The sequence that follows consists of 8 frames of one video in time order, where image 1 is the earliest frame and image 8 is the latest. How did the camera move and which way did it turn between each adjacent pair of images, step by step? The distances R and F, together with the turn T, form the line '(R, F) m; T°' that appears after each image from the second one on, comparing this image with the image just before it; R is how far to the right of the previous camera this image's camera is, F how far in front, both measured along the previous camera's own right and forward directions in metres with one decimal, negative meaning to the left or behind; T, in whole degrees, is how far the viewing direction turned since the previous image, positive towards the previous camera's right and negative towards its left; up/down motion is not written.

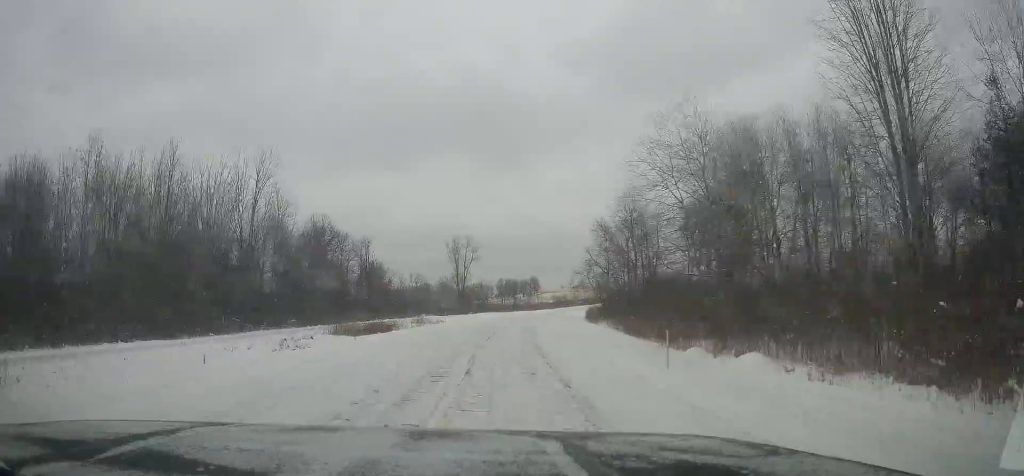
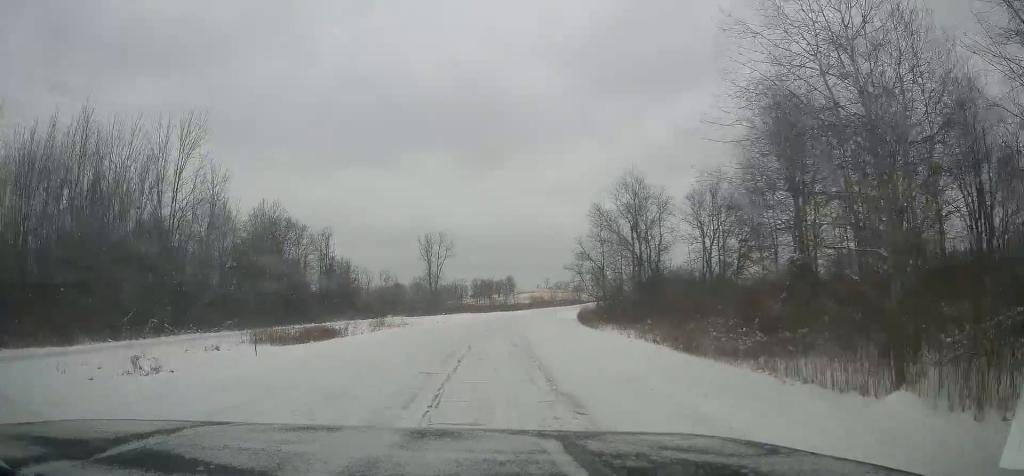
(+0.2, +12.2) m; +4°
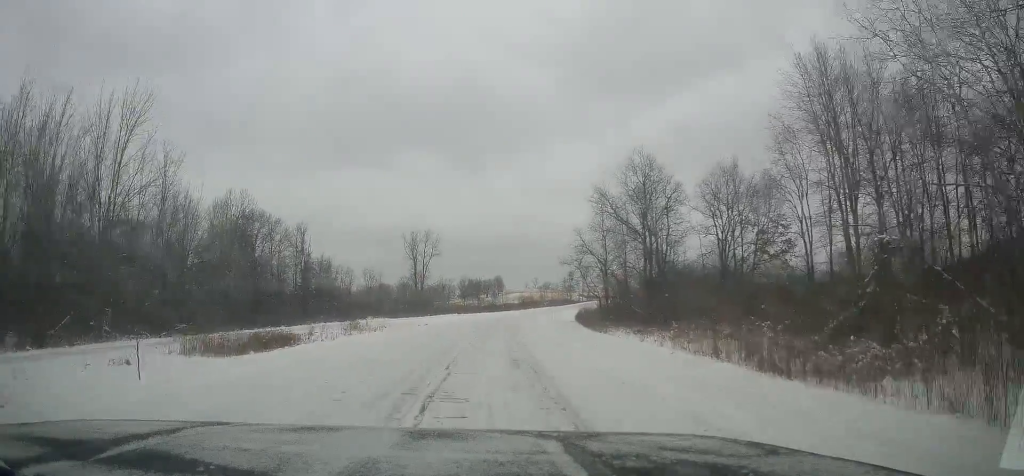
(+0.3, +7.7) m; +3°
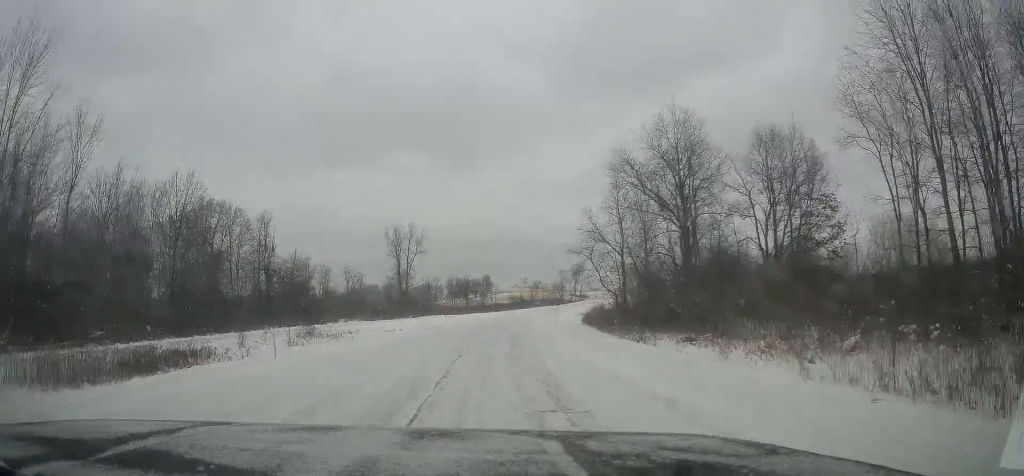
(+0.4, +12.5) m; +2°
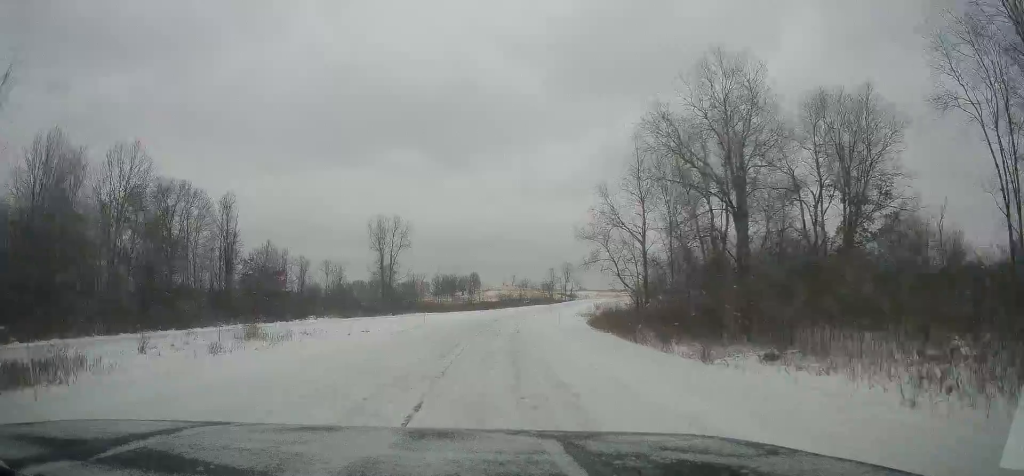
(-0.1, +10.4) m; 0°
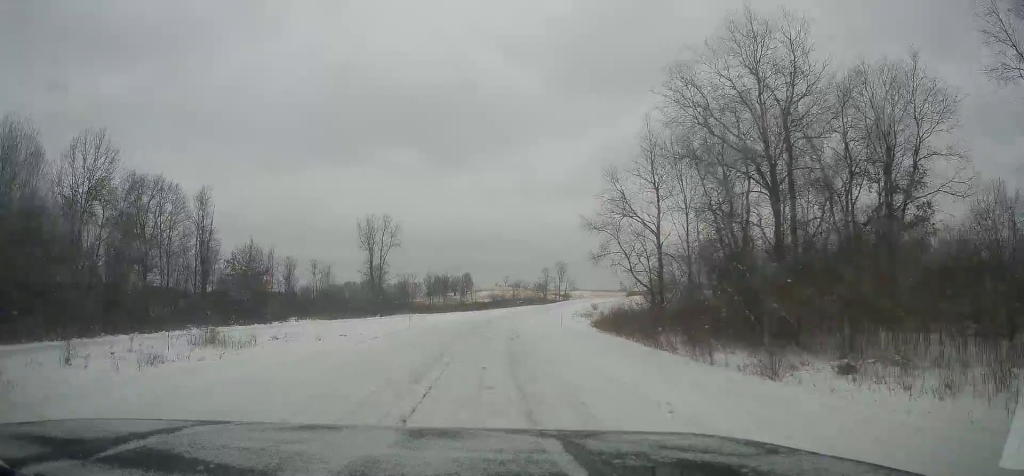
(+0.1, +5.2) m; 0°
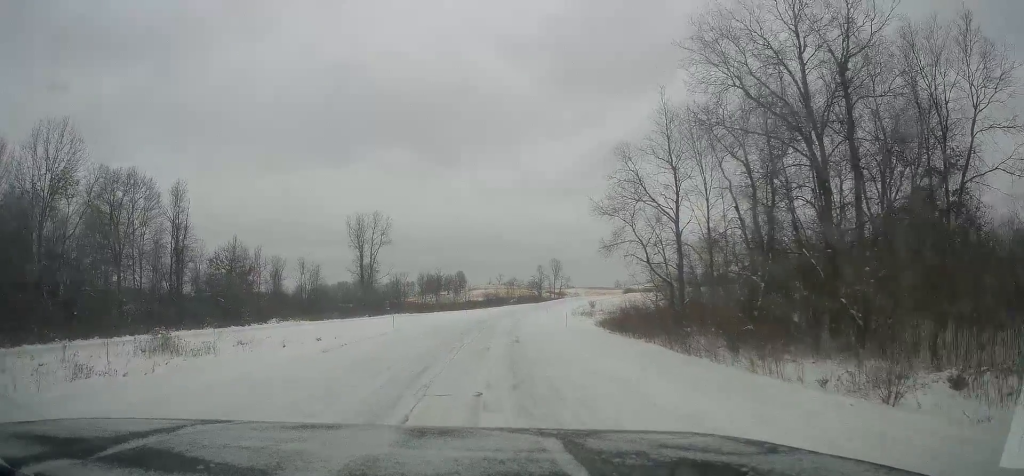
(+0.2, +4.9) m; 0°
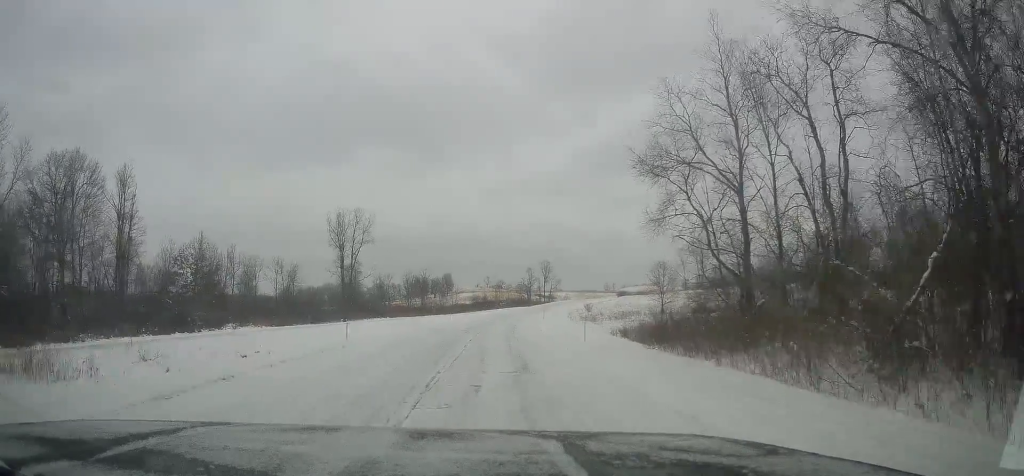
(-0.3, +9.2) m; +2°
